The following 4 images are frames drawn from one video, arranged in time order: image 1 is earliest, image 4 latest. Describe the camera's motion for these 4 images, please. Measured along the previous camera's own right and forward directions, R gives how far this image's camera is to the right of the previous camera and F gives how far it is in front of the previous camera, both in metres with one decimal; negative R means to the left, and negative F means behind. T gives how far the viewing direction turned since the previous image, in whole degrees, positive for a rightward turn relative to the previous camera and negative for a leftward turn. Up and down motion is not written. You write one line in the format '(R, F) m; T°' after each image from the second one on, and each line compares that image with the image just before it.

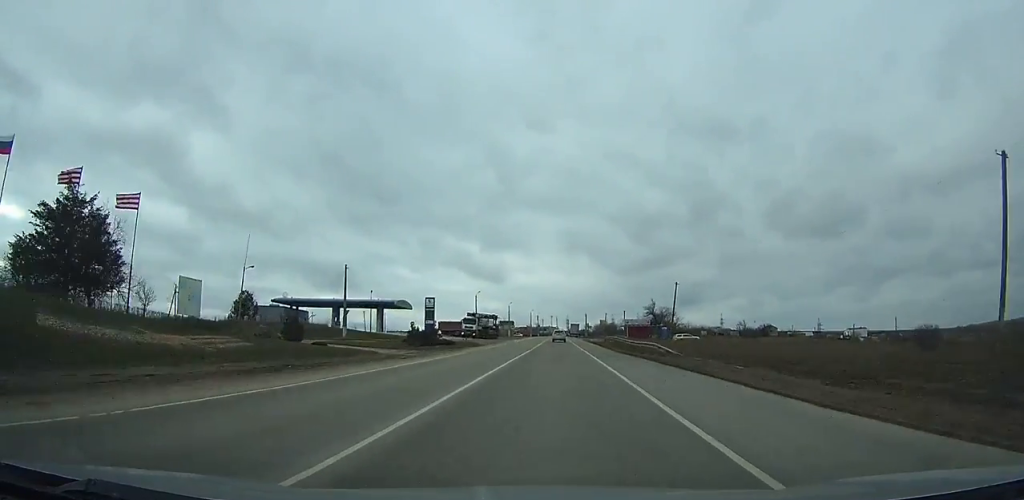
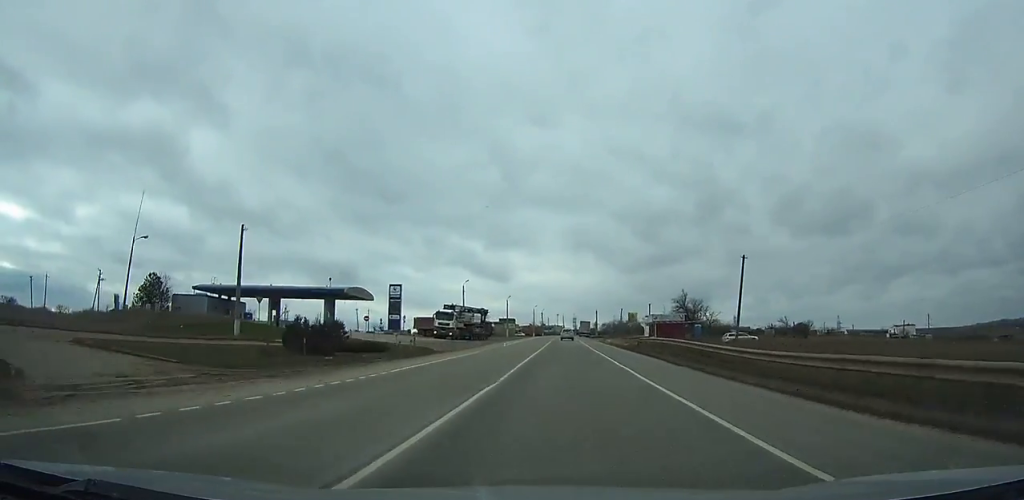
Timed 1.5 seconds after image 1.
(-0.2, +26.9) m; 0°
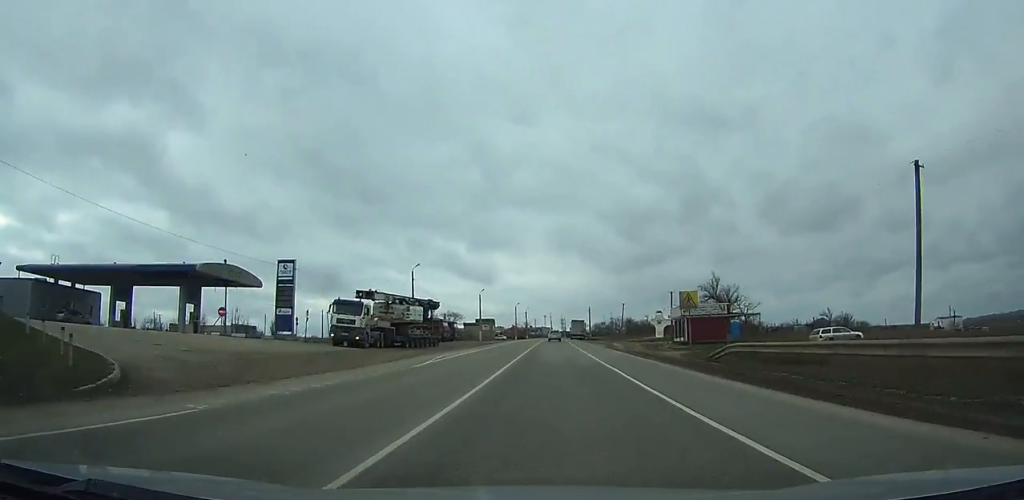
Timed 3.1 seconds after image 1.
(+0.1, +29.4) m; 0°
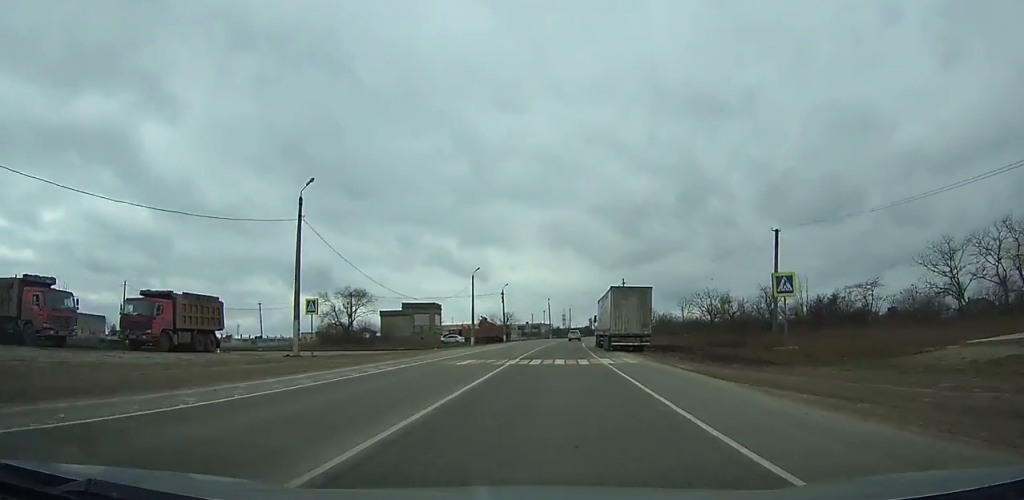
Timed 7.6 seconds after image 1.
(+0.4, +82.5) m; 0°
